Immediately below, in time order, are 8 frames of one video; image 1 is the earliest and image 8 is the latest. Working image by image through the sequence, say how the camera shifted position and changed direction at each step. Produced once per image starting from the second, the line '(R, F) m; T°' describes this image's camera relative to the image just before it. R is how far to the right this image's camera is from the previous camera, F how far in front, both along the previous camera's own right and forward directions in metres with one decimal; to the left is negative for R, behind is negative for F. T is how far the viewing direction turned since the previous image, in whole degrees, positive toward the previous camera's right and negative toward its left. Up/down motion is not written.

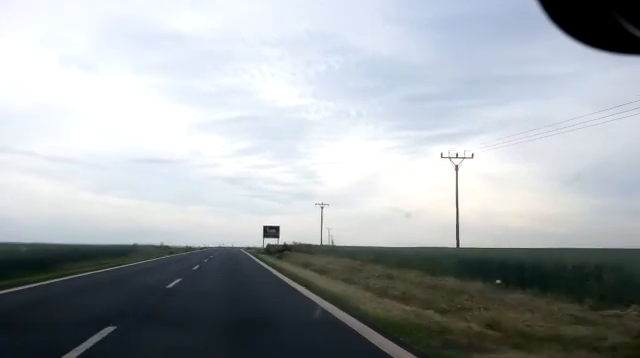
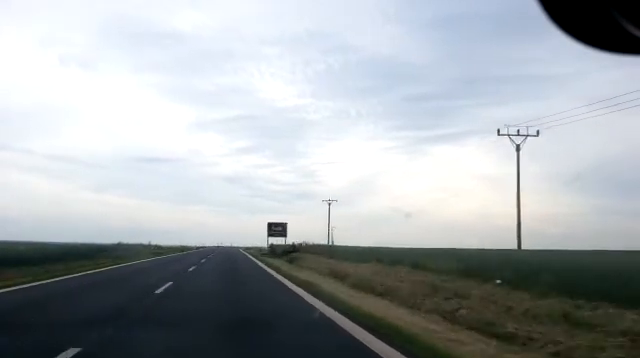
(0.0, +10.3) m; 0°
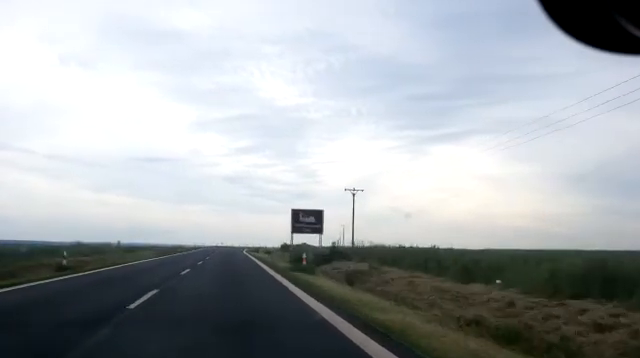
(0.0, +20.4) m; 0°
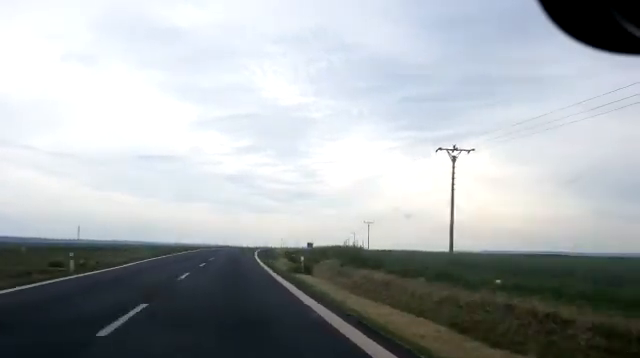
(0.0, +38.3) m; 0°
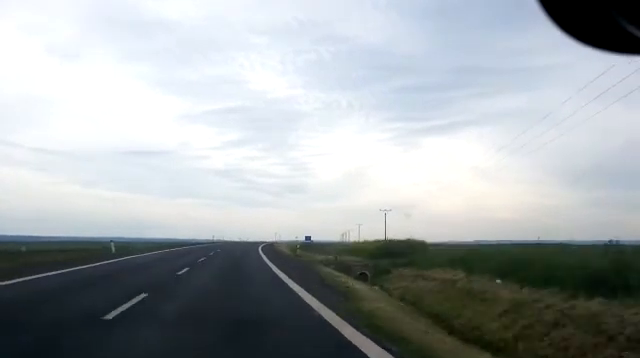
(0.0, +25.7) m; +1°
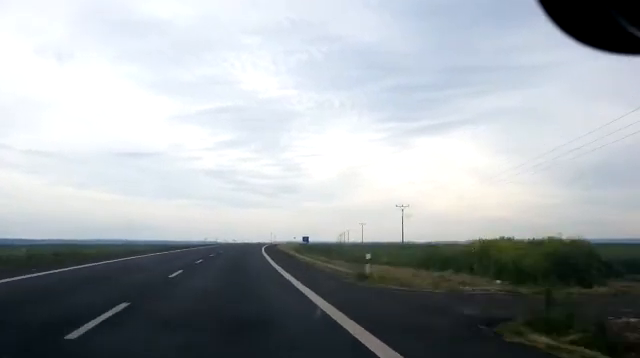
(+0.3, +19.3) m; +2°
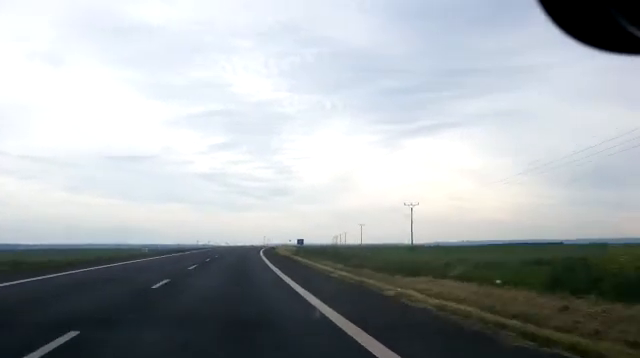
(+0.2, +11.2) m; +1°
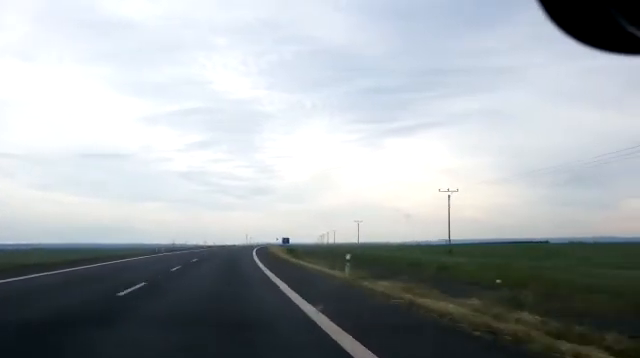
(+0.4, +28.5) m; +1°
